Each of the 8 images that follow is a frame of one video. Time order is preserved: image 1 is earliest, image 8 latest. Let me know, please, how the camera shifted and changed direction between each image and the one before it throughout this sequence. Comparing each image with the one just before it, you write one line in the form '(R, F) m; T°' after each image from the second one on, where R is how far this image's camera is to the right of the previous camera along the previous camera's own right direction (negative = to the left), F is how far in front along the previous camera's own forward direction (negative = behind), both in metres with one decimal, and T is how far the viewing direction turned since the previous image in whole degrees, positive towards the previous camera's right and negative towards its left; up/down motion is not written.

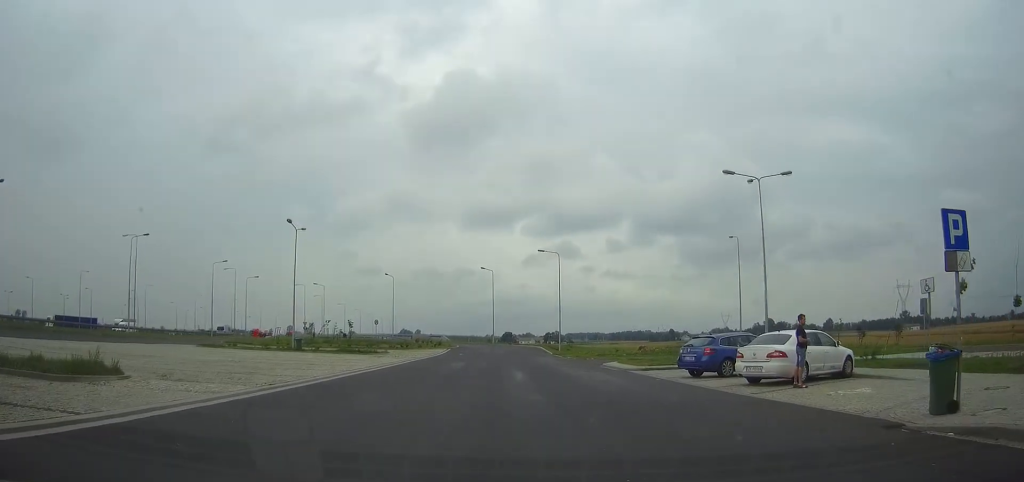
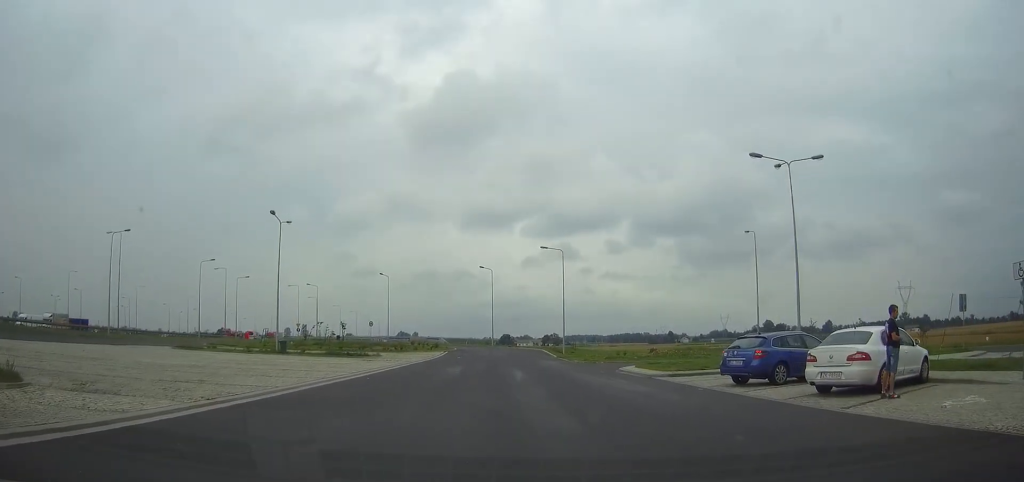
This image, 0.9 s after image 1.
(-0.1, +4.8) m; -3°
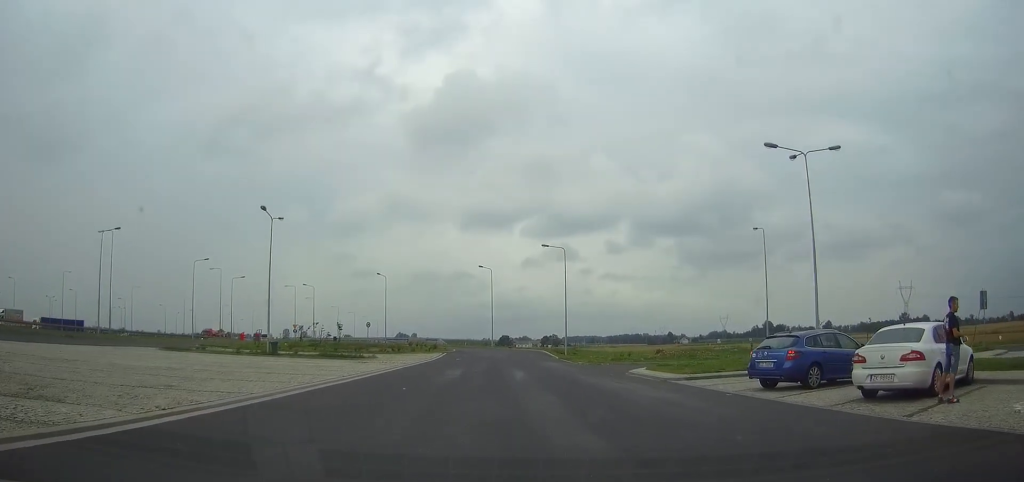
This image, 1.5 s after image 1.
(0.0, +2.2) m; -2°
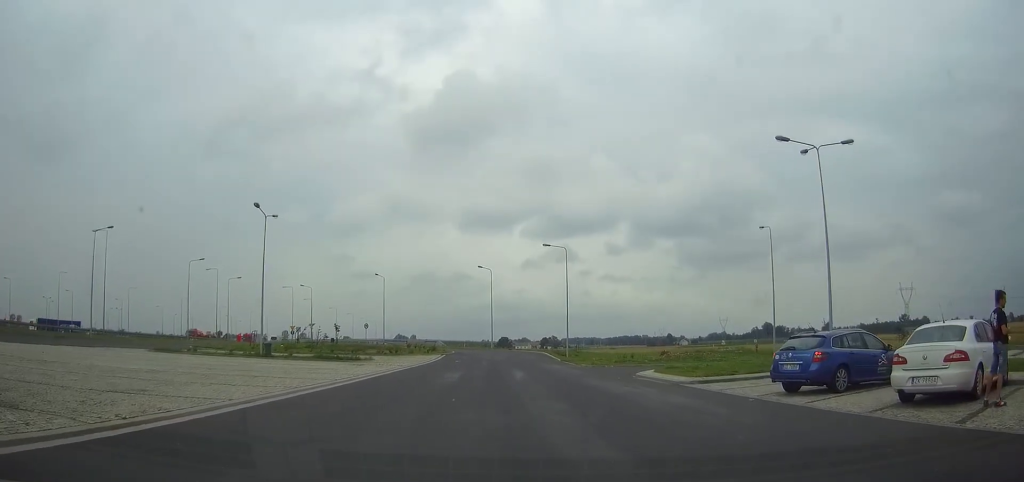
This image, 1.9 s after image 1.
(0.0, +1.3) m; 0°
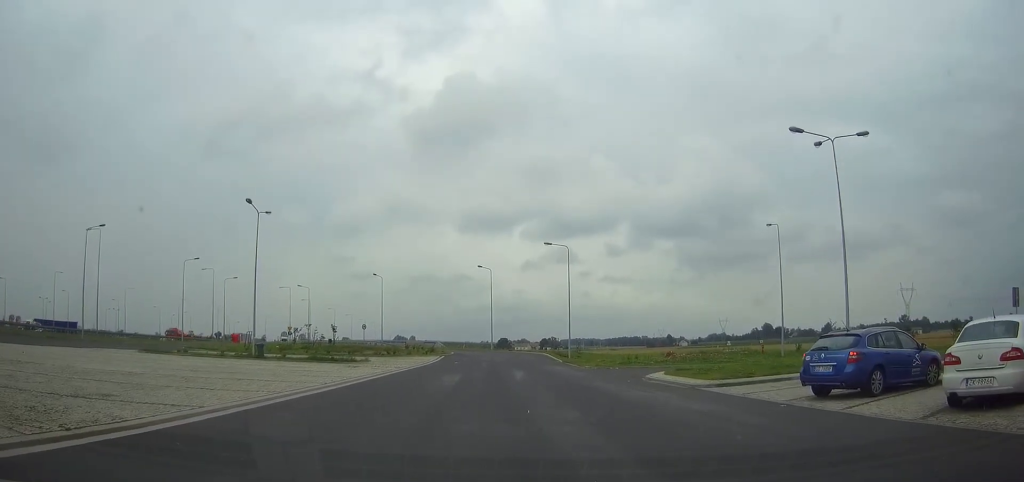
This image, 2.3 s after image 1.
(0.0, +1.5) m; 0°
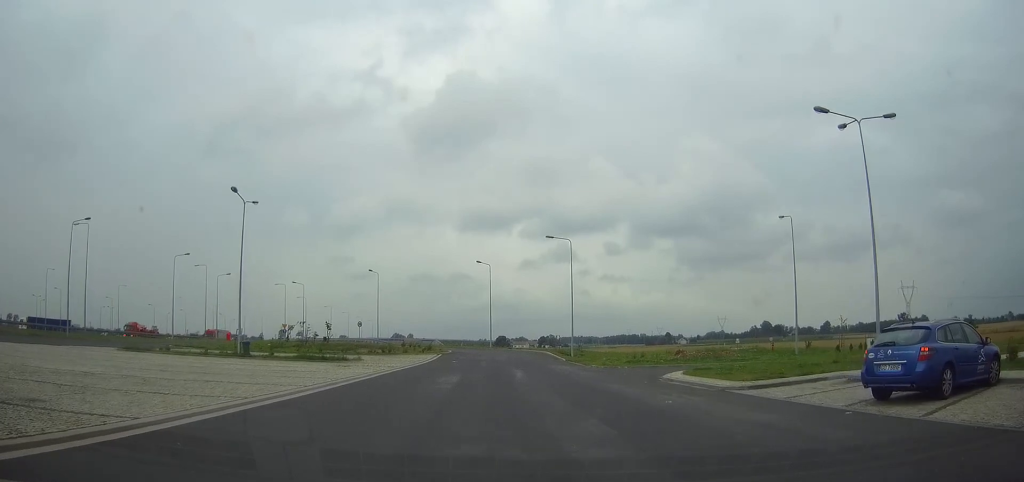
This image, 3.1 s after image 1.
(+0.1, +2.1) m; +3°
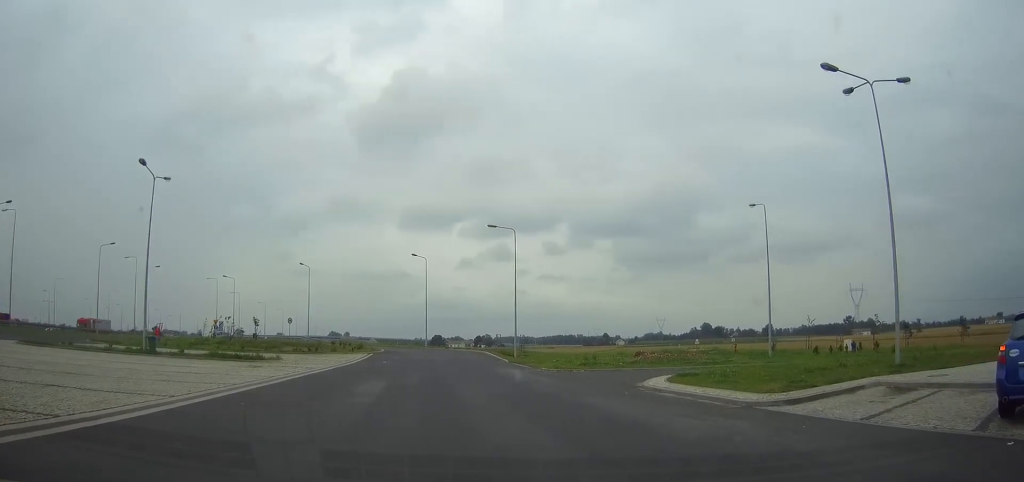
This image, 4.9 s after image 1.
(+0.3, +4.1) m; +12°
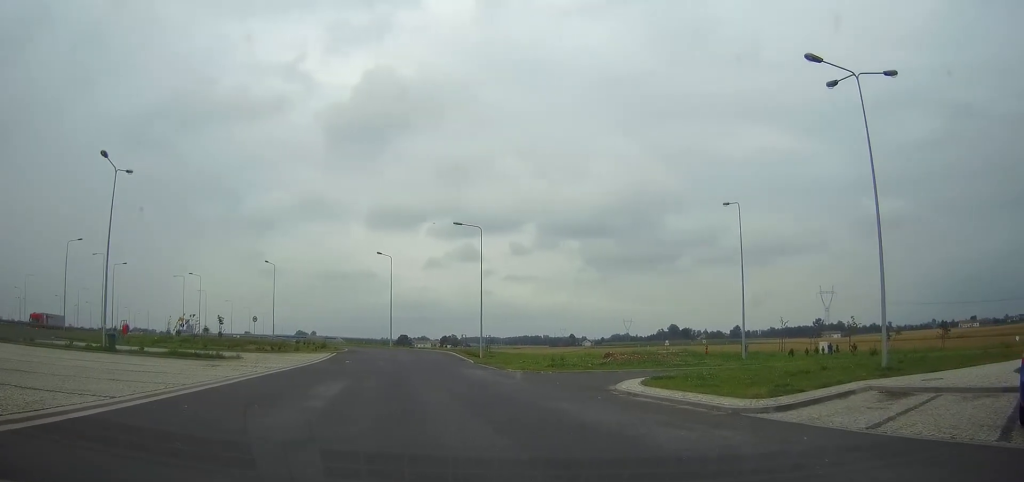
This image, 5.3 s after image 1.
(0.0, +0.9) m; +4°
